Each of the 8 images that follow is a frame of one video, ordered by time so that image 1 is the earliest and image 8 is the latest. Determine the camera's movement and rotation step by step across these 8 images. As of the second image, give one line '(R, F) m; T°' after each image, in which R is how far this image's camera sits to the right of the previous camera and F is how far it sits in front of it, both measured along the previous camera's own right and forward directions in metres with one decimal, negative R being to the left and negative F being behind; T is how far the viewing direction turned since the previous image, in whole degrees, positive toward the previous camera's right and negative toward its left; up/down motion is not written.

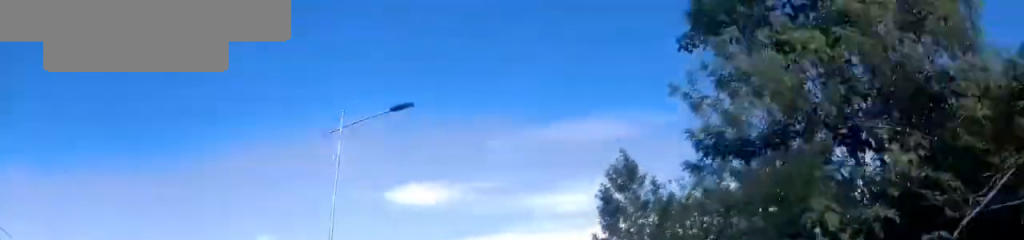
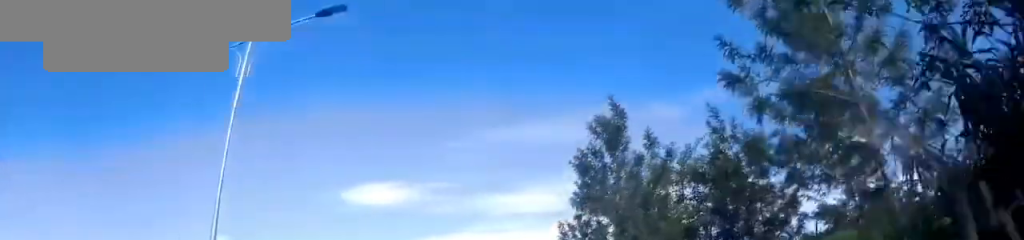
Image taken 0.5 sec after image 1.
(+0.7, +4.6) m; -3°
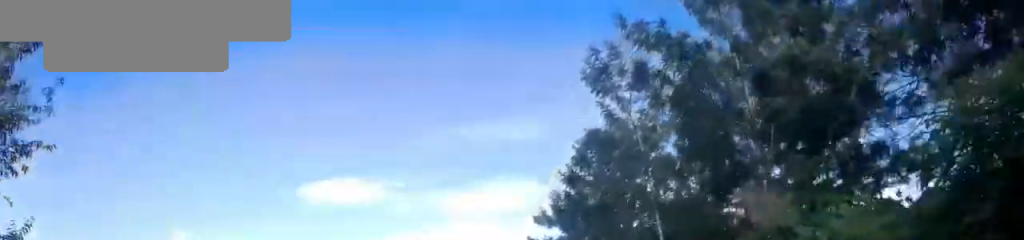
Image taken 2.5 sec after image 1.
(+6.5, +15.4) m; +48°
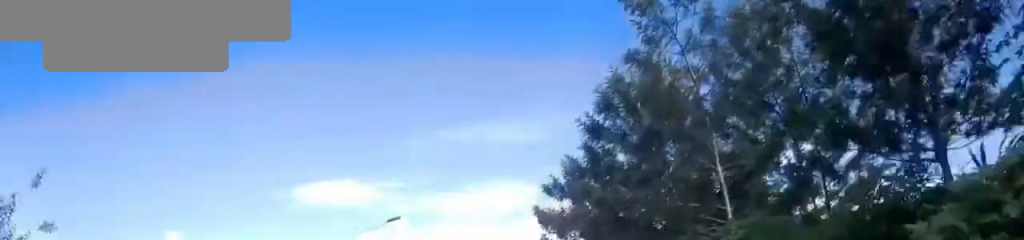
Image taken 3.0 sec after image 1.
(-0.4, +4.7) m; -4°
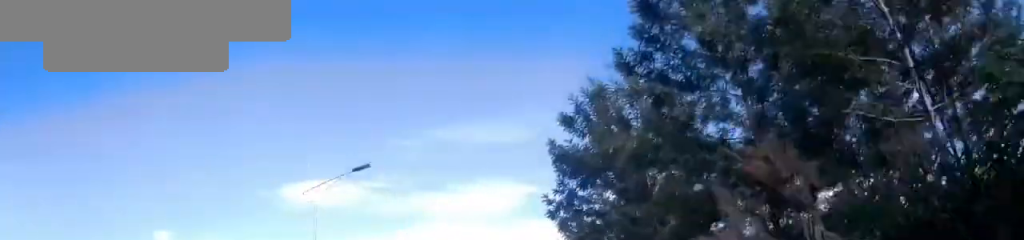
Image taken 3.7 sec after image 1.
(-0.5, +6.7) m; -8°
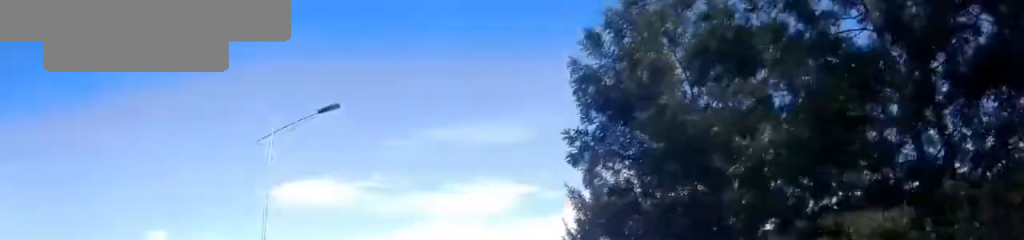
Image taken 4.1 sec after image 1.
(-0.4, +4.6) m; -1°
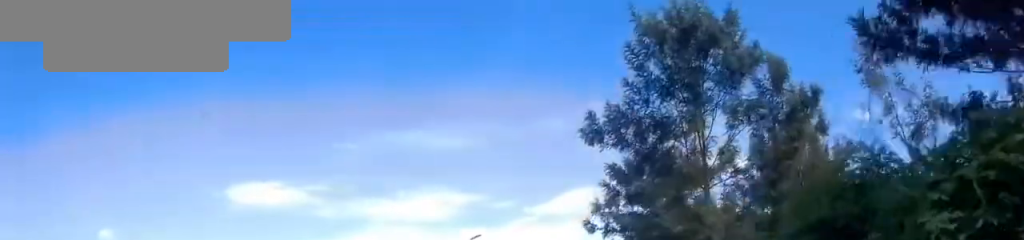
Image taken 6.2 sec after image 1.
(+0.1, +20.6) m; +3°
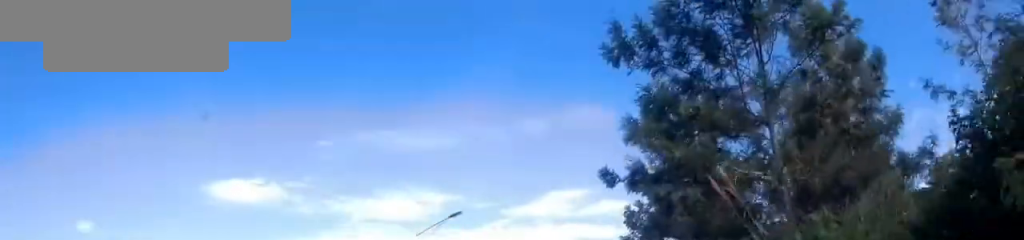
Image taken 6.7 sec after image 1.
(0.0, +4.1) m; +1°
